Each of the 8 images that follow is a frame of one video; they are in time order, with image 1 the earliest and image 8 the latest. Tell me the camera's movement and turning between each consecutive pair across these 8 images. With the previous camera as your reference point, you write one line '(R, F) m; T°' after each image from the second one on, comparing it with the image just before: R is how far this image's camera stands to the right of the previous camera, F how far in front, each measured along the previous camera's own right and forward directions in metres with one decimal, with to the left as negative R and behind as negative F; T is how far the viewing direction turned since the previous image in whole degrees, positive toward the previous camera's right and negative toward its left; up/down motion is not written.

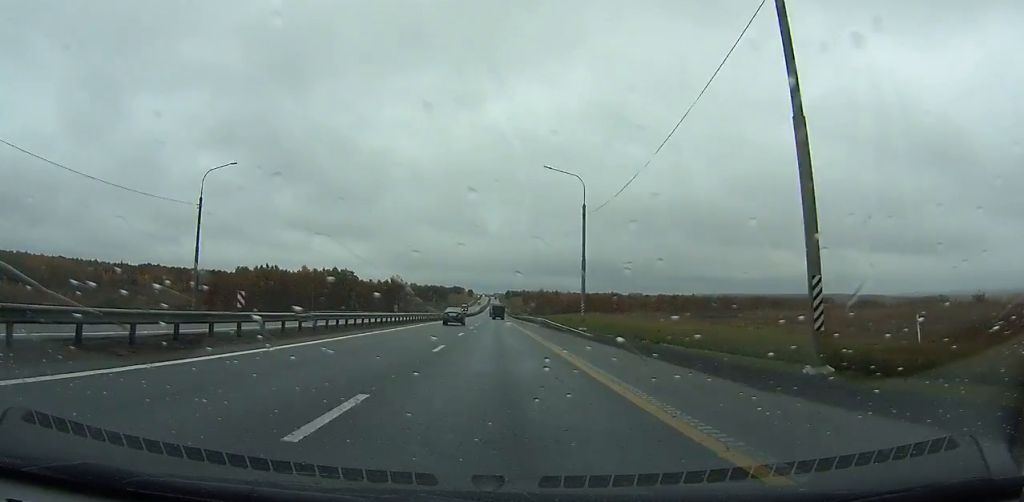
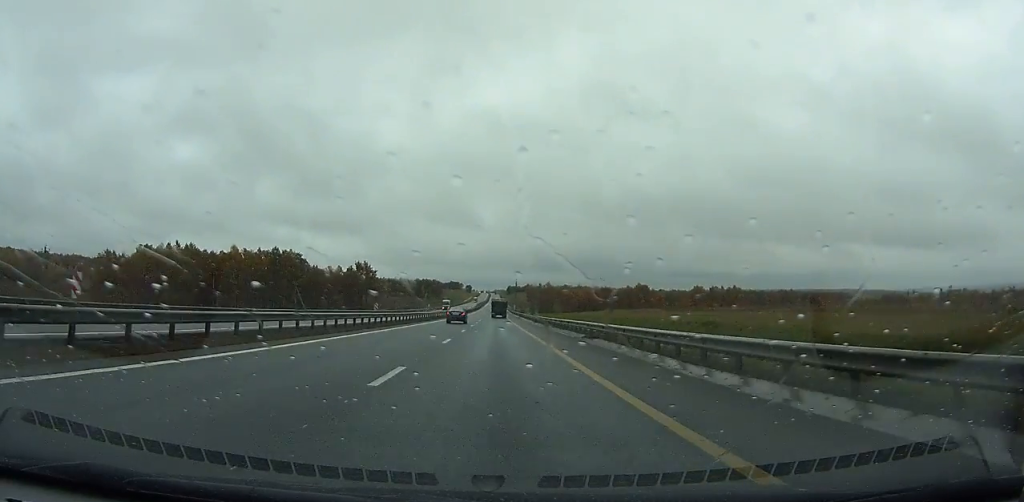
(-0.1, +66.2) m; 0°
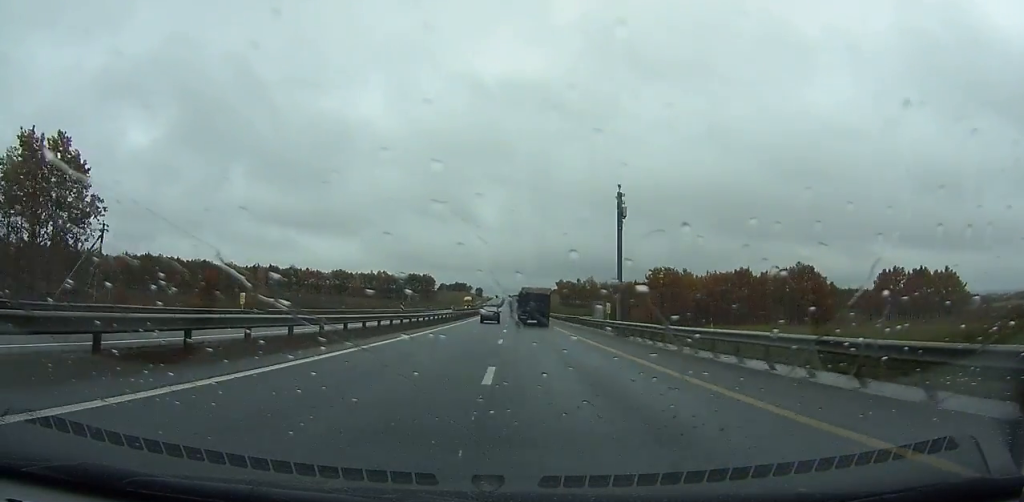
(-1.1, +152.9) m; -1°
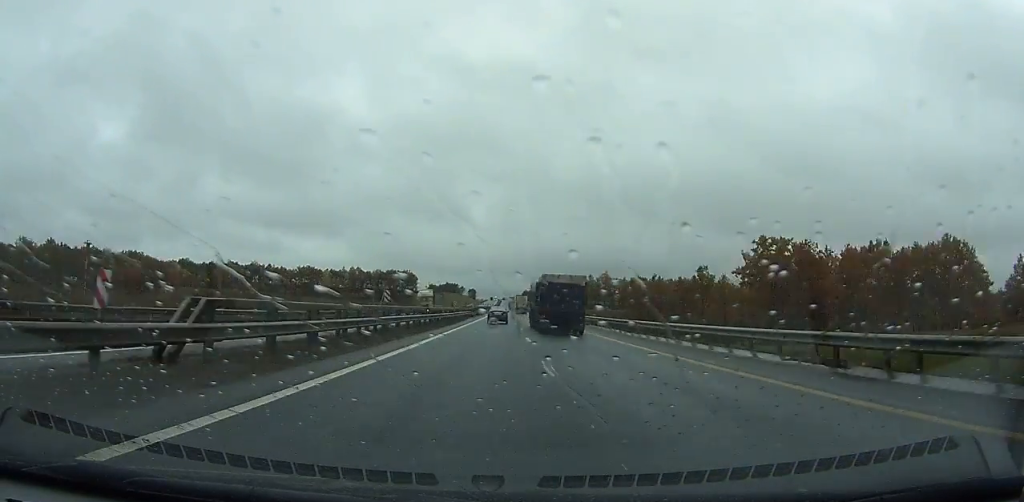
(0.0, +57.3) m; 0°
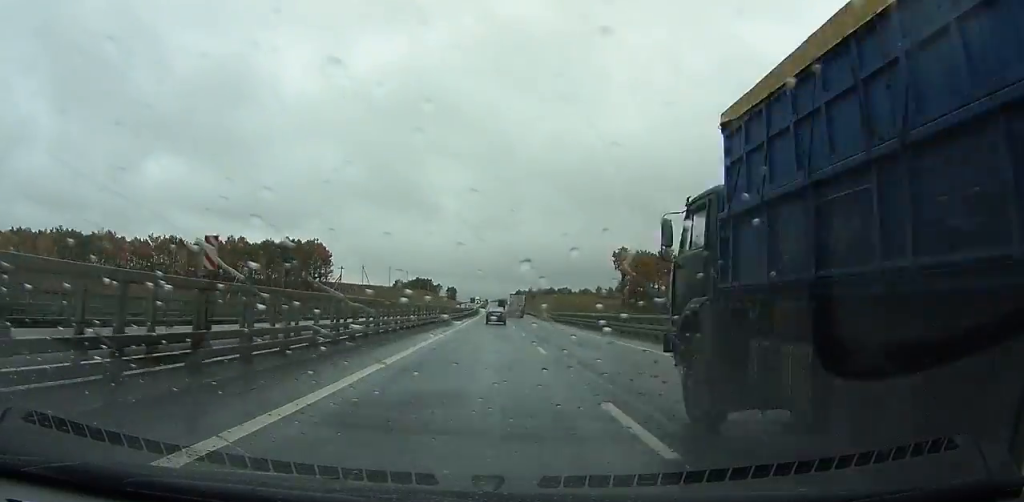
(+1.2, +139.3) m; +1°
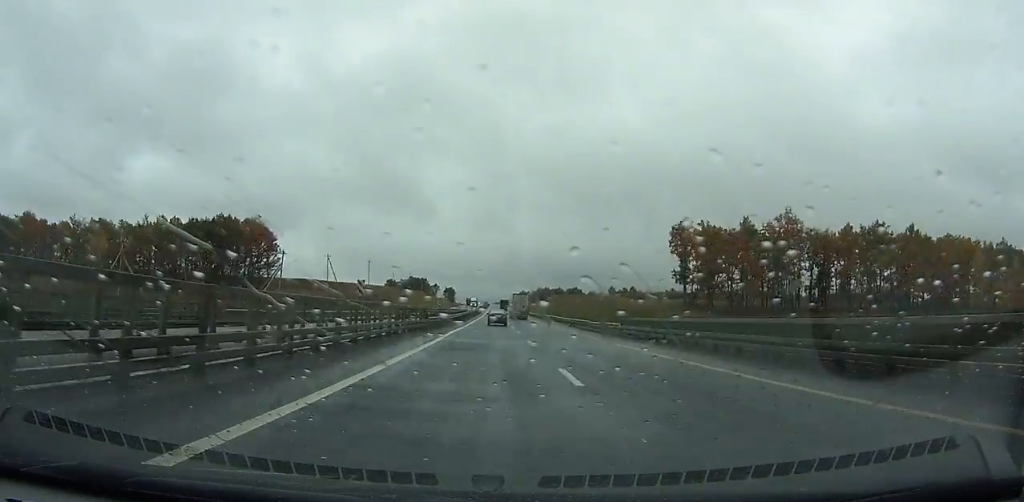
(+0.1, +44.6) m; 0°
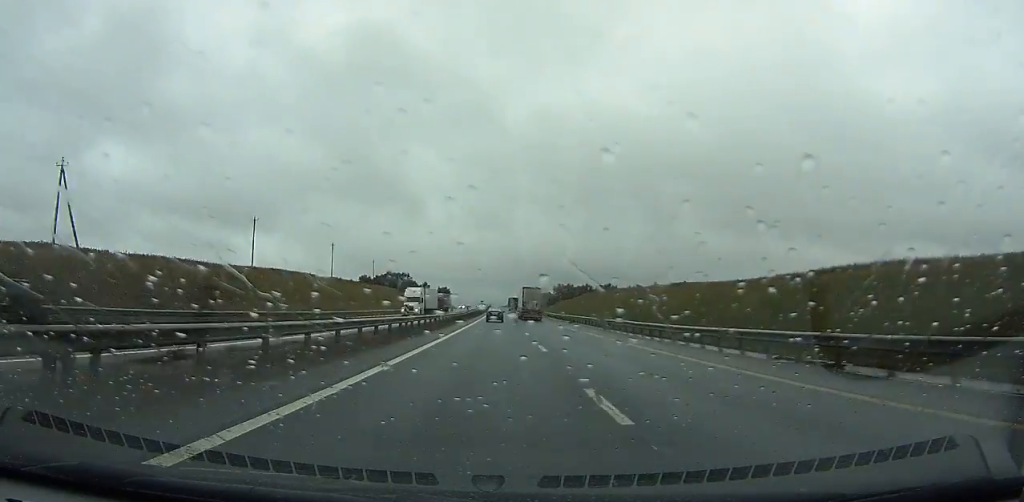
(-0.1, +99.8) m; 0°
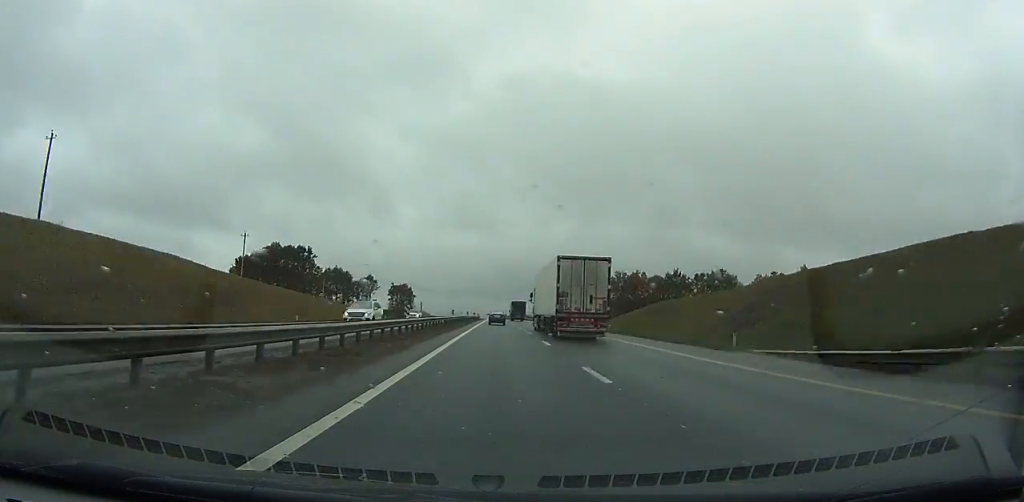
(-0.4, +149.7) m; 0°
